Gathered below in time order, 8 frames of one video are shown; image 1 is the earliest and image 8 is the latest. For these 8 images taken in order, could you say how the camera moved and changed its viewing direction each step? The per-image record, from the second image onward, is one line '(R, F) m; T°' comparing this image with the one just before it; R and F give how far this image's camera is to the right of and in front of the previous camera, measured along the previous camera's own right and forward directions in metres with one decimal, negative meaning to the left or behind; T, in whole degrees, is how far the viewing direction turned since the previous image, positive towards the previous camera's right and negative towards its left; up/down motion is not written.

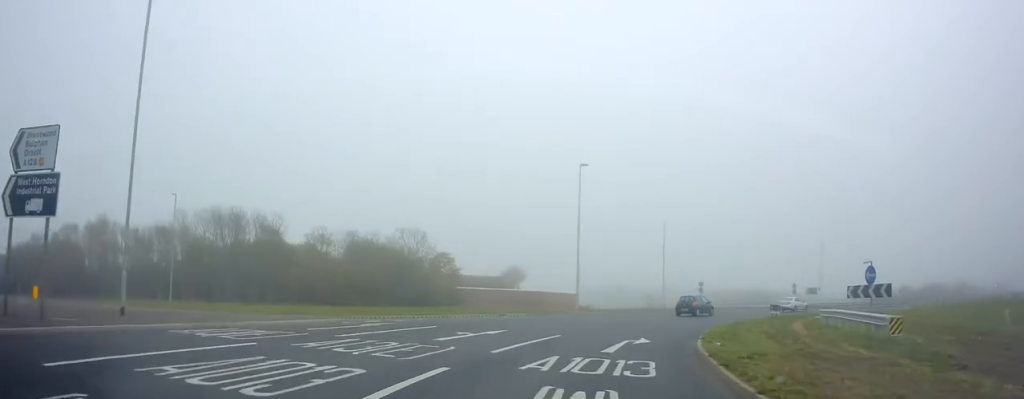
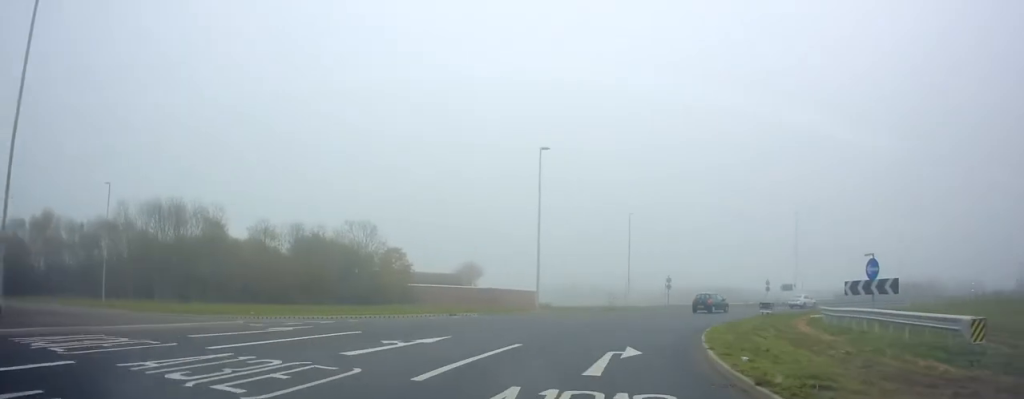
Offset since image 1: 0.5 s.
(+0.4, +4.5) m; +3°
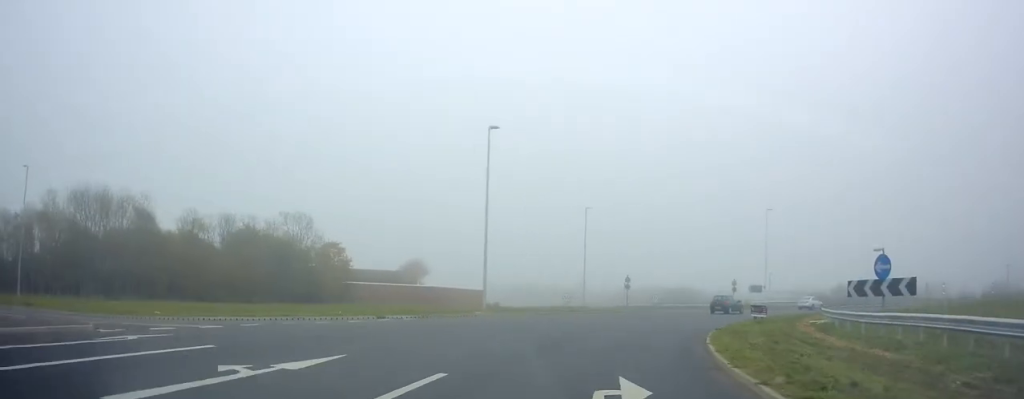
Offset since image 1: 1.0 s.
(-0.3, +5.3) m; +3°
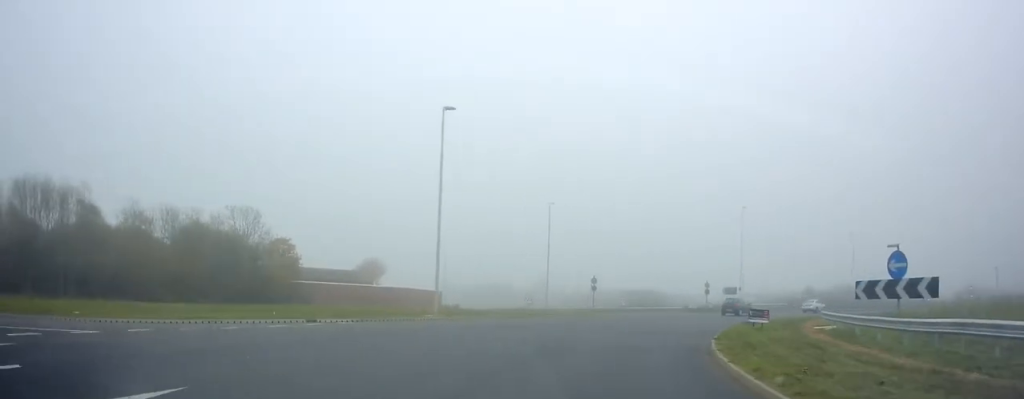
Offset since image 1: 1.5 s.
(-0.2, +4.0) m; +3°
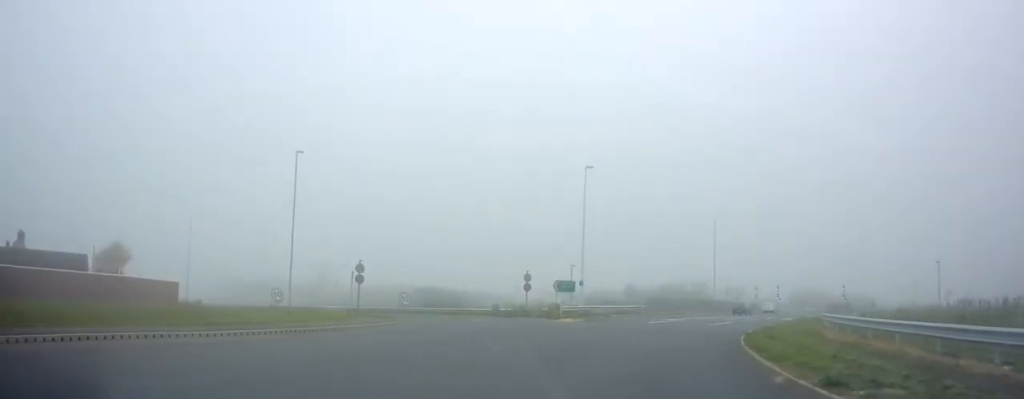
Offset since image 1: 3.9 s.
(+6.0, +20.7) m; +25°
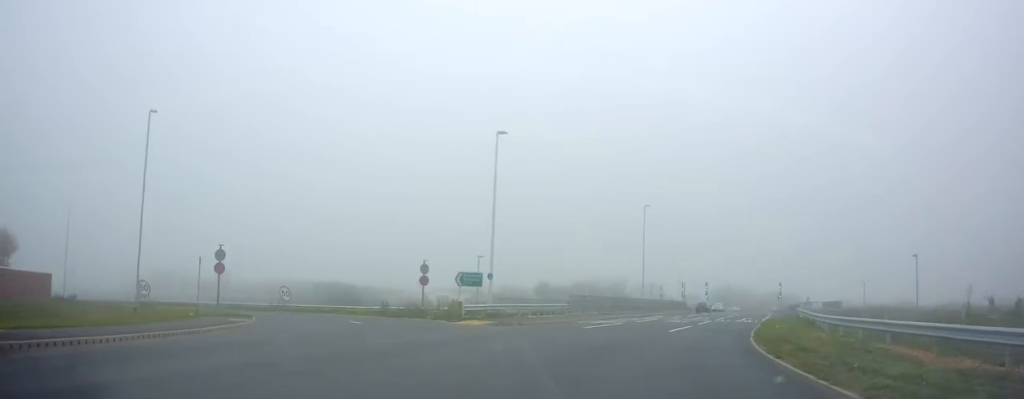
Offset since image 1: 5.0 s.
(+0.4, +9.0) m; +6°
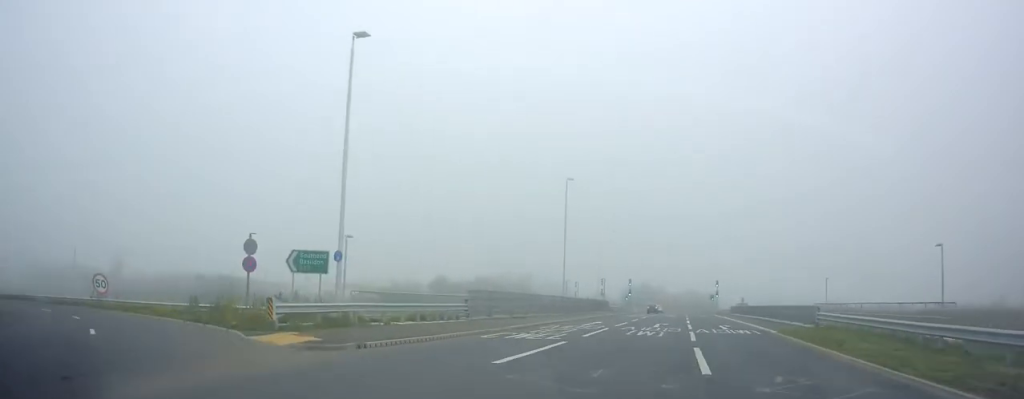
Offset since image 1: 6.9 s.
(+1.8, +14.1) m; +13°
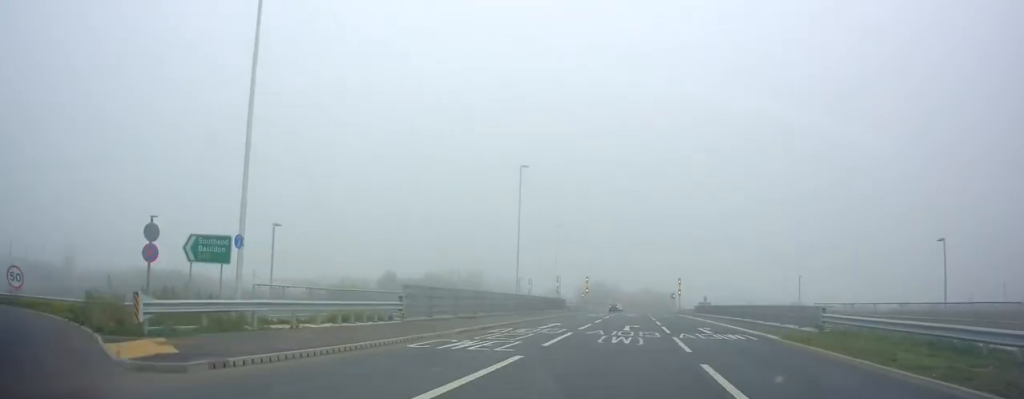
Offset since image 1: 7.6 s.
(+0.2, +4.7) m; +2°
